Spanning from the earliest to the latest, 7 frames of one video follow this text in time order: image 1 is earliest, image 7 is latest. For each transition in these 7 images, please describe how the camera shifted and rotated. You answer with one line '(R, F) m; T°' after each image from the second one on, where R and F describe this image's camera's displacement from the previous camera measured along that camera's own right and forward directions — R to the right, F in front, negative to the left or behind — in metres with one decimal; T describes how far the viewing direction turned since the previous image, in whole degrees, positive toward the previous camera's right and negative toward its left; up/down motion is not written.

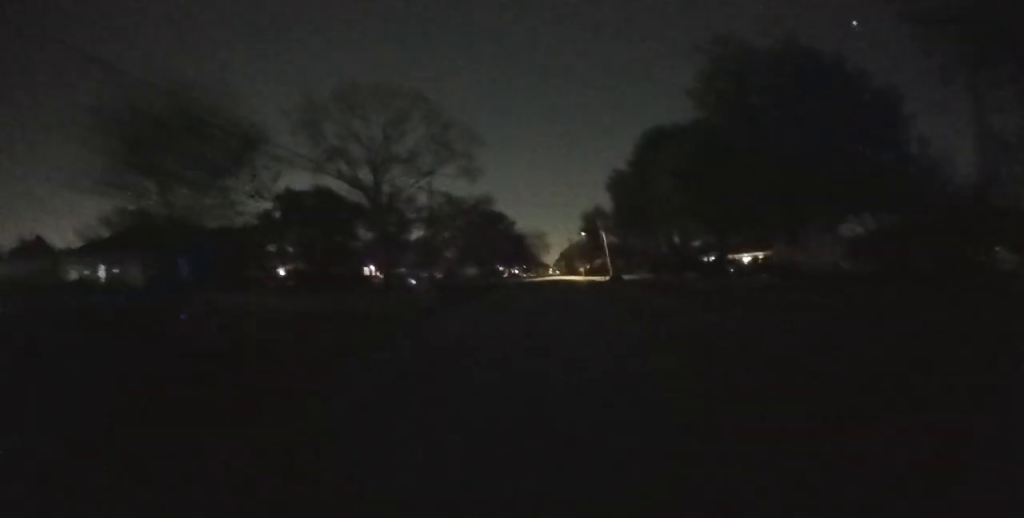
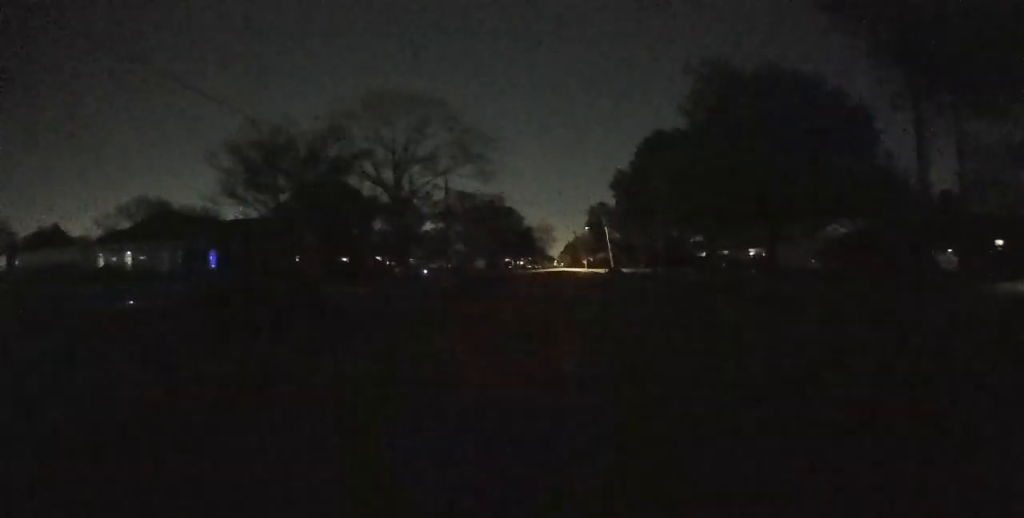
(0.0, +4.0) m; 0°
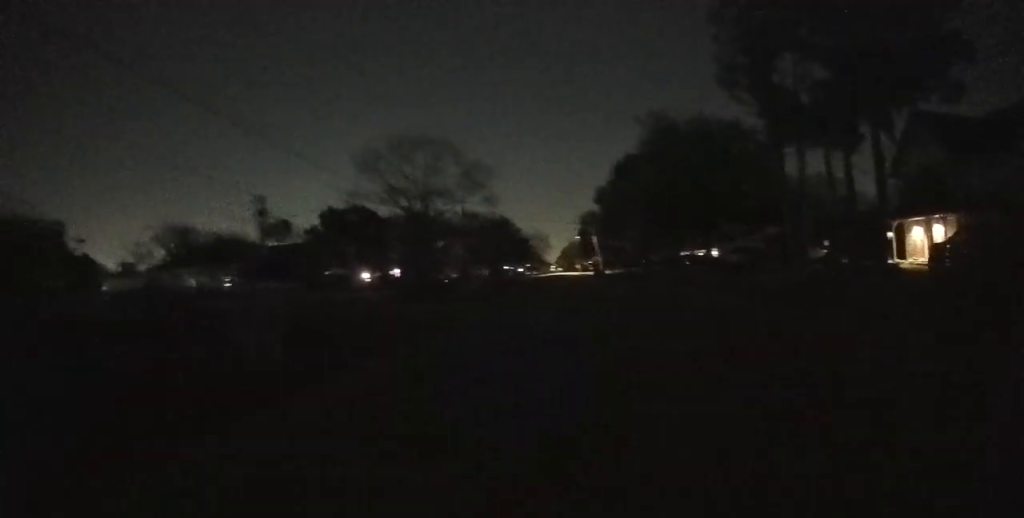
(-0.7, +14.0) m; -5°
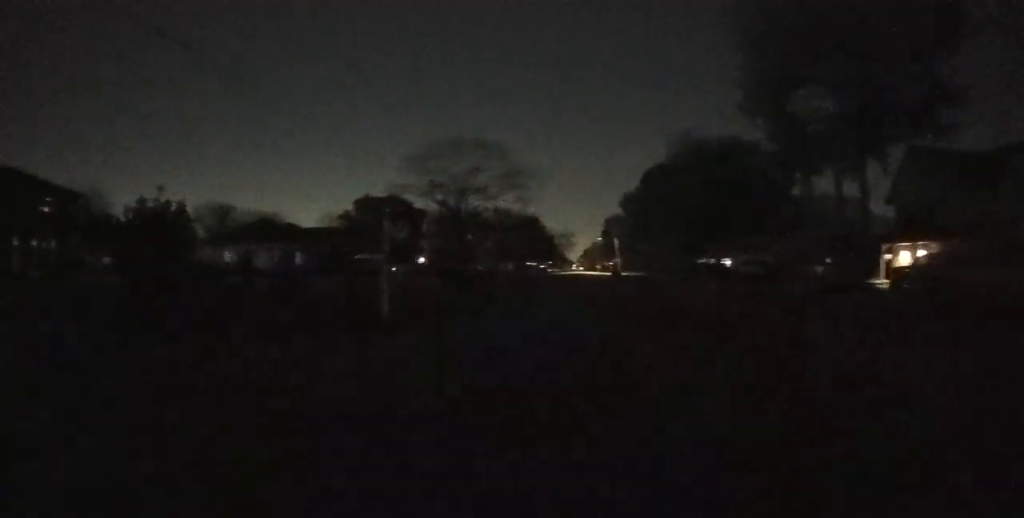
(0.0, +3.9) m; +1°
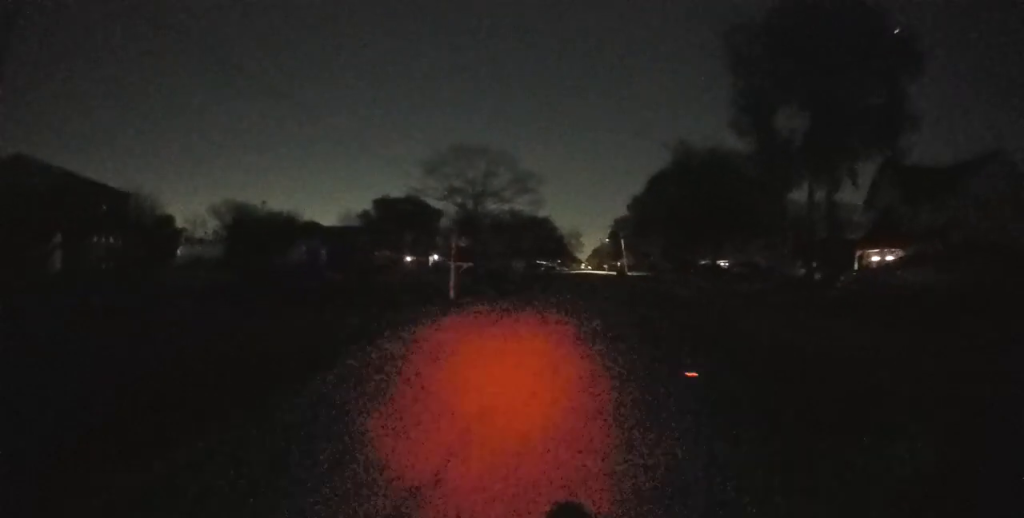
(+0.2, +5.0) m; +3°
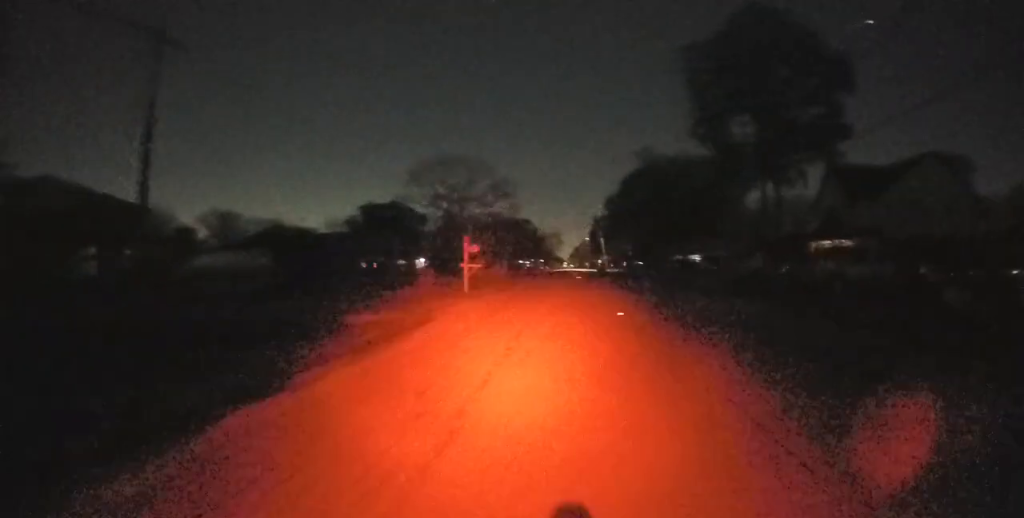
(0.0, +4.5) m; 0°
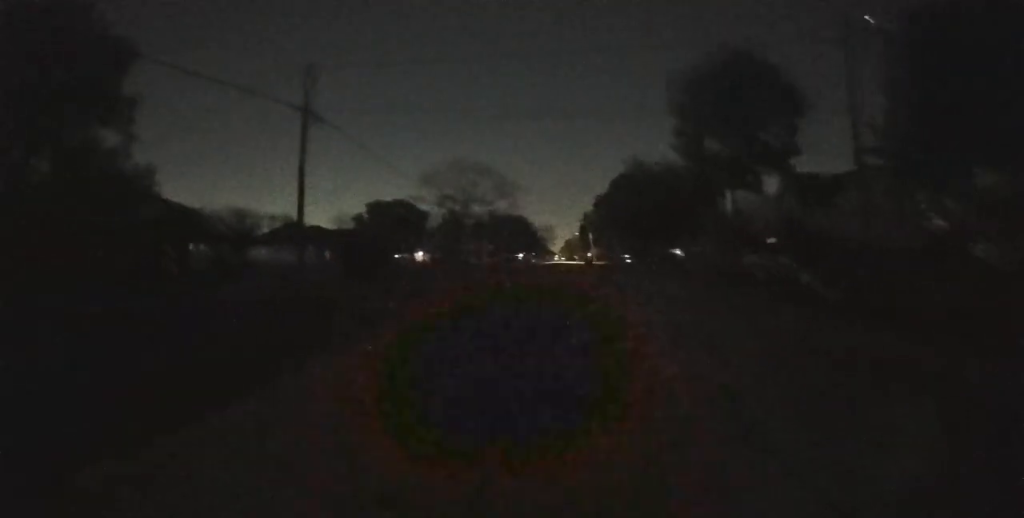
(0.0, +7.8) m; 0°
